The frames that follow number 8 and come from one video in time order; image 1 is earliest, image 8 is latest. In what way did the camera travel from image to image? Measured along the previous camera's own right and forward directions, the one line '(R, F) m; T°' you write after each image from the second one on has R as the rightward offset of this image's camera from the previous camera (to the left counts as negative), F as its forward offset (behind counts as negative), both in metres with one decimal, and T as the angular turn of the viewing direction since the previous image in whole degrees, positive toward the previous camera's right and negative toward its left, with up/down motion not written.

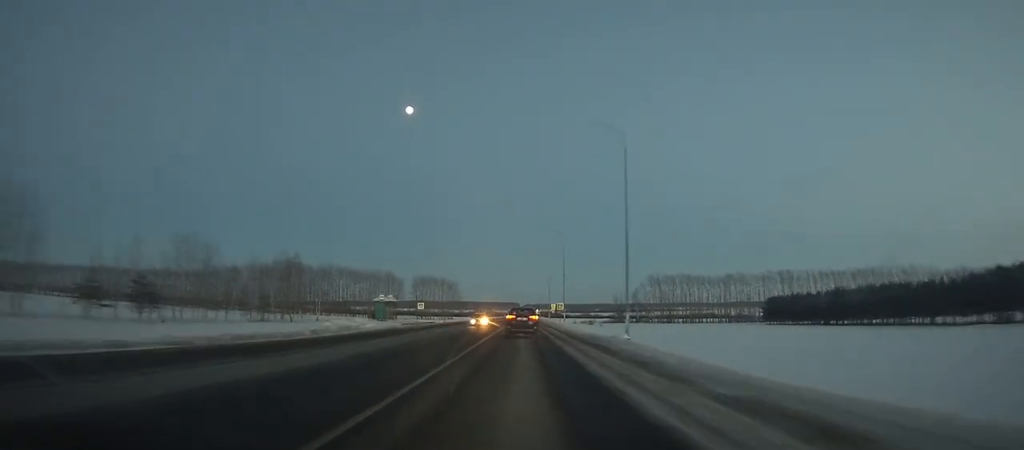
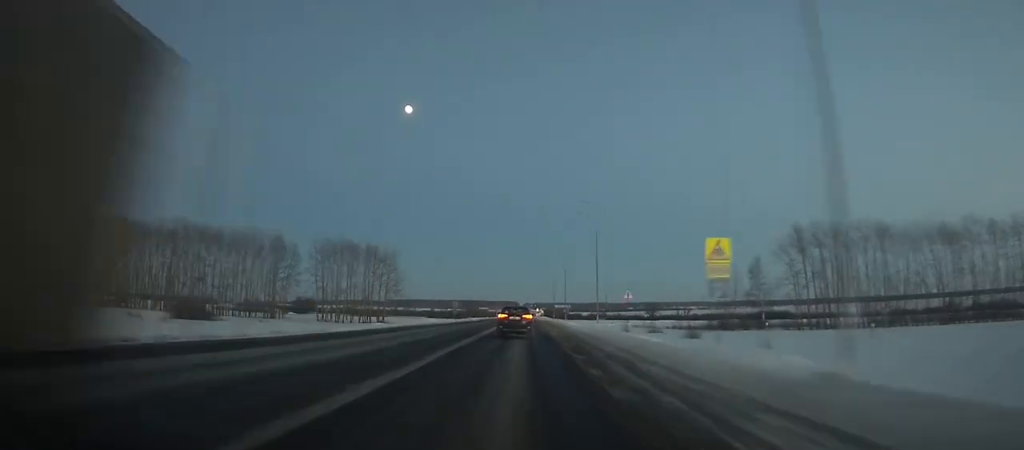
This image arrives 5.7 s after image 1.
(+0.5, +120.7) m; 0°
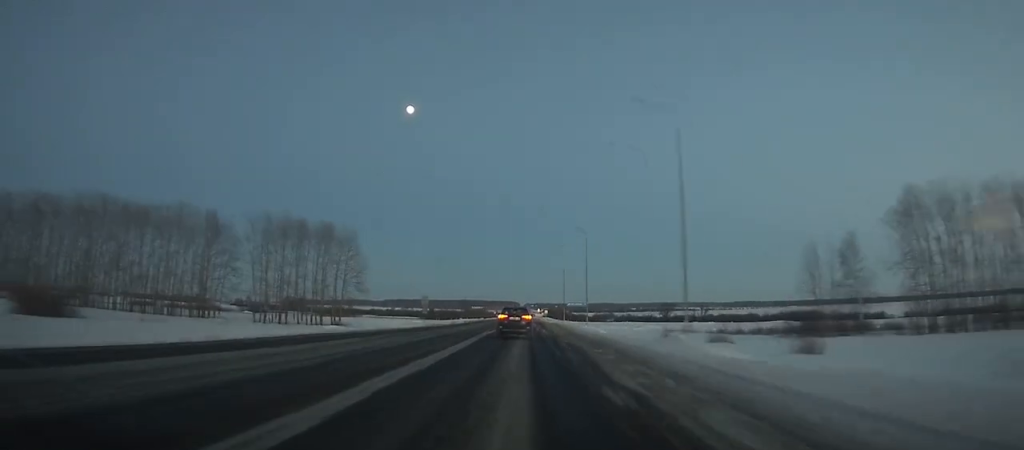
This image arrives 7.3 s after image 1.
(0.0, +33.5) m; 0°
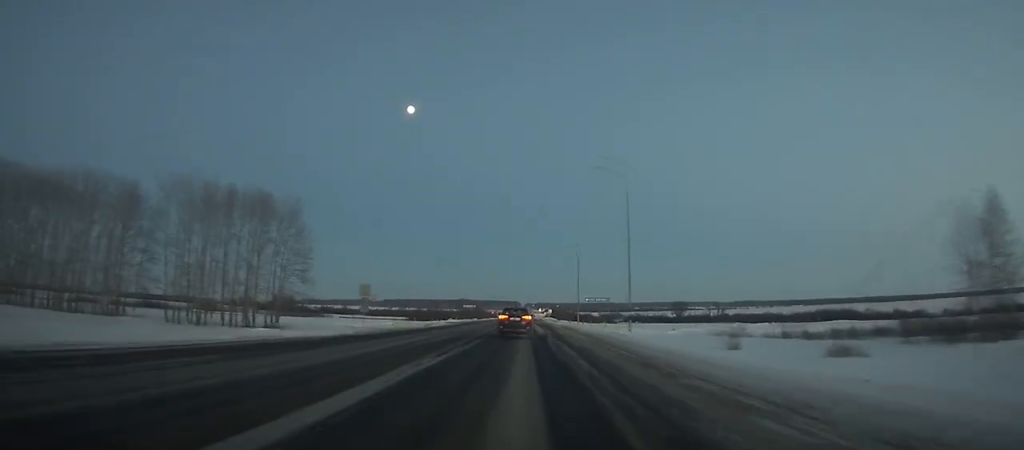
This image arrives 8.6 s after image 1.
(0.0, +27.1) m; 0°
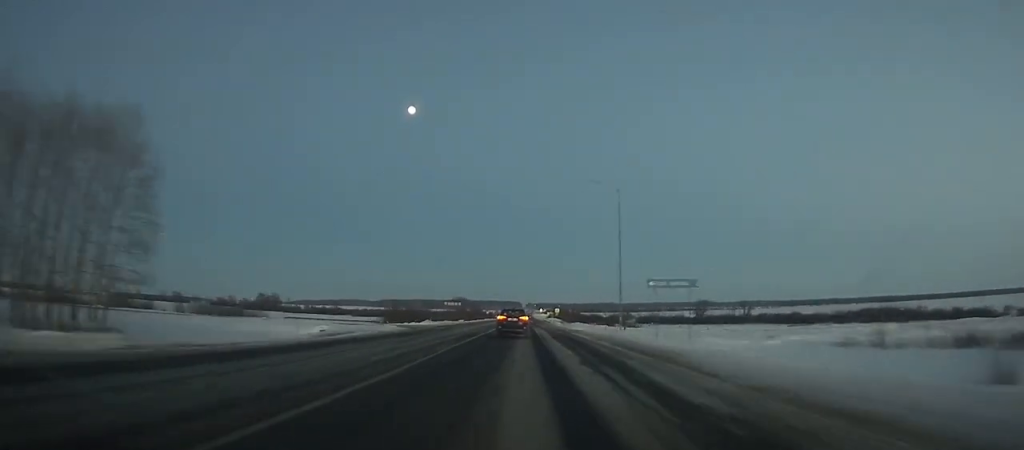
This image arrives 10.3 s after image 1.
(0.0, +35.4) m; 0°
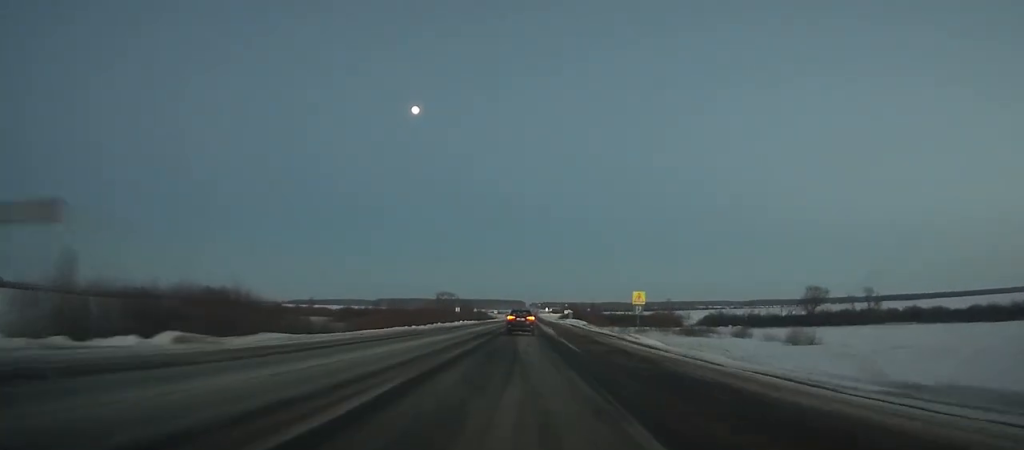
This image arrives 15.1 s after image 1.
(-0.4, +100.1) m; 0°
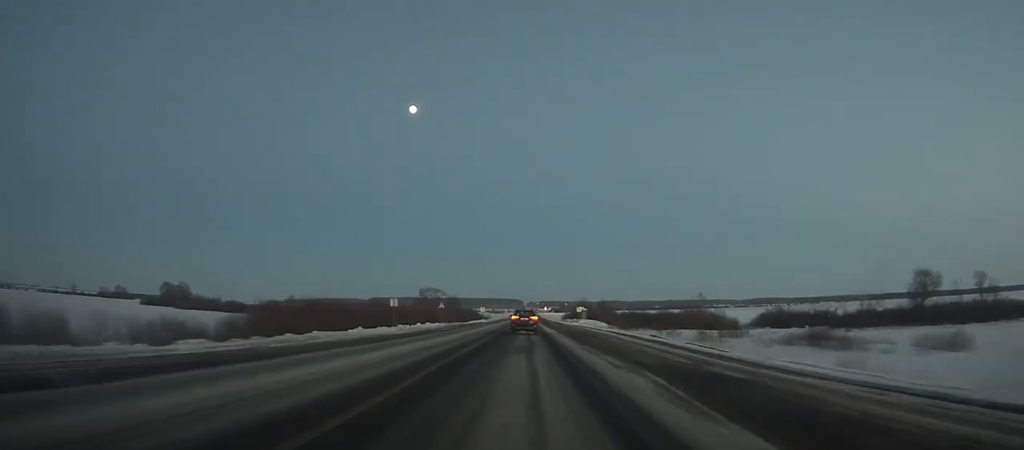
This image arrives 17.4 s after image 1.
(-0.1, +48.3) m; 0°
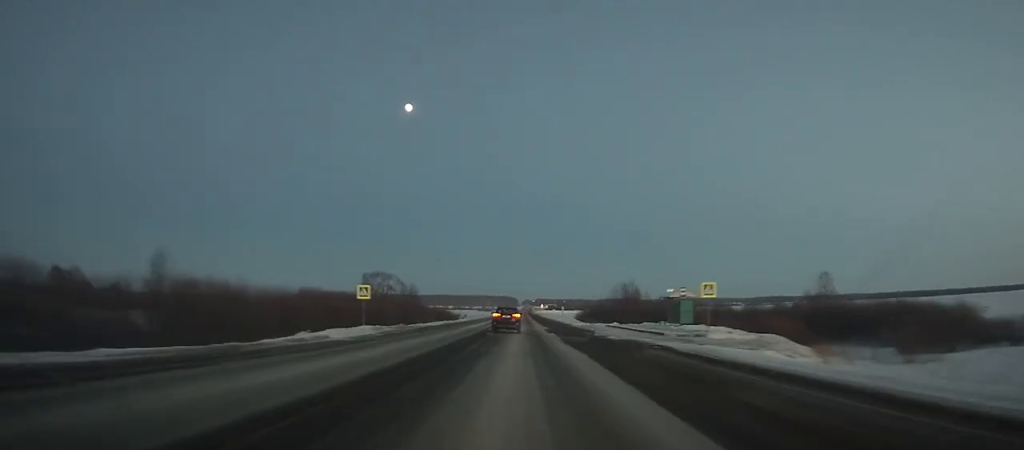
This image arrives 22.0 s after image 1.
(+0.1, +96.5) m; 0°
